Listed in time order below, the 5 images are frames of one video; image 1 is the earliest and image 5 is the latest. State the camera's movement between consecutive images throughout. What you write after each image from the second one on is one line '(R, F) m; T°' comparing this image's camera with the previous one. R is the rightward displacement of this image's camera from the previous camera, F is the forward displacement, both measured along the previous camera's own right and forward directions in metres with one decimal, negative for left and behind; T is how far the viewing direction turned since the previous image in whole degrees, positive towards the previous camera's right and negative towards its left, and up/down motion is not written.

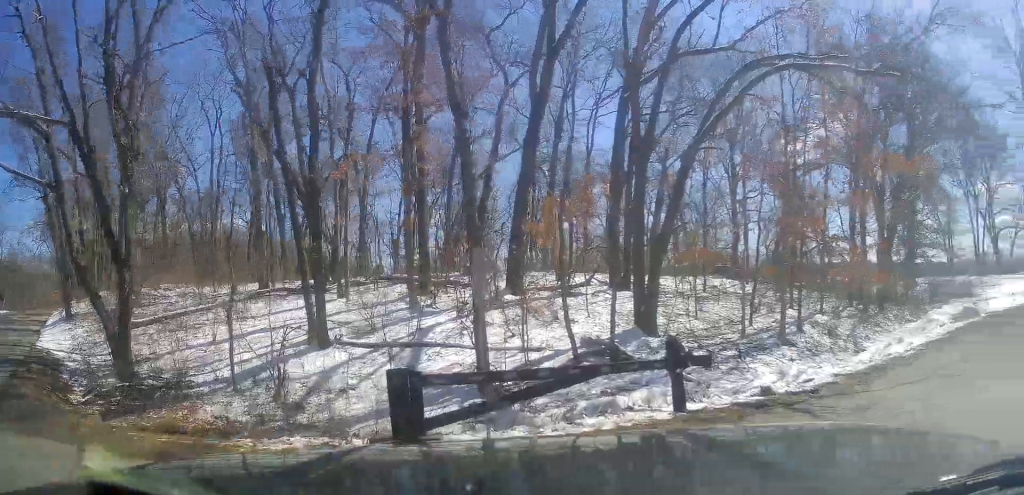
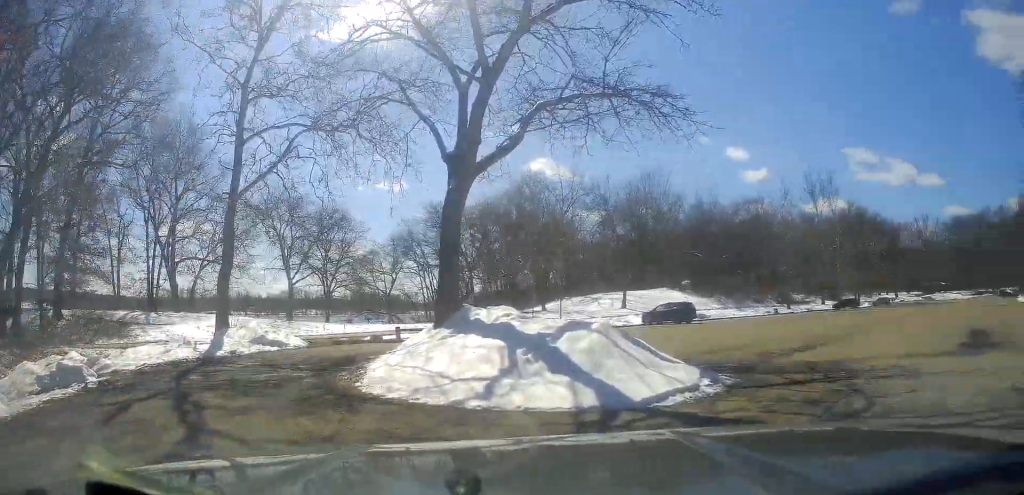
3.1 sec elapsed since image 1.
(+6.7, +6.9) m; +95°
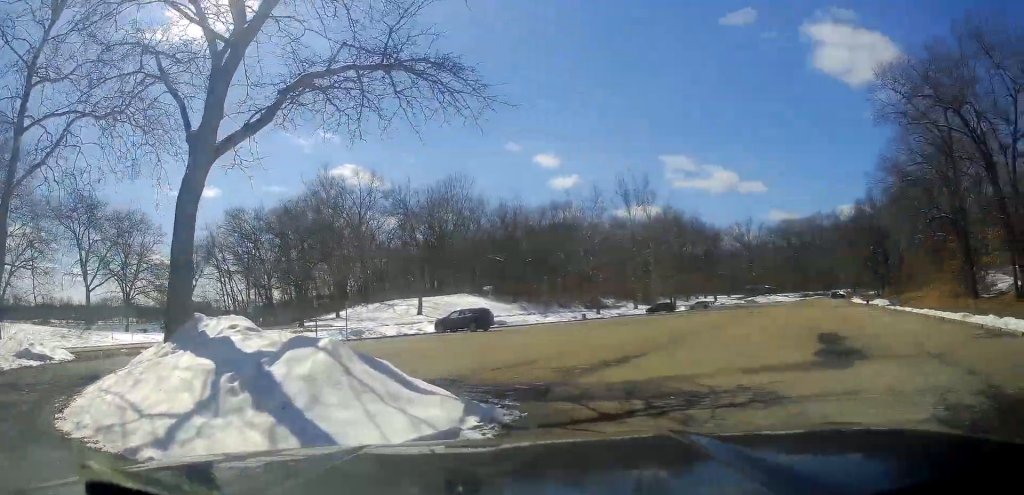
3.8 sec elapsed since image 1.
(+0.5, +2.6) m; +15°
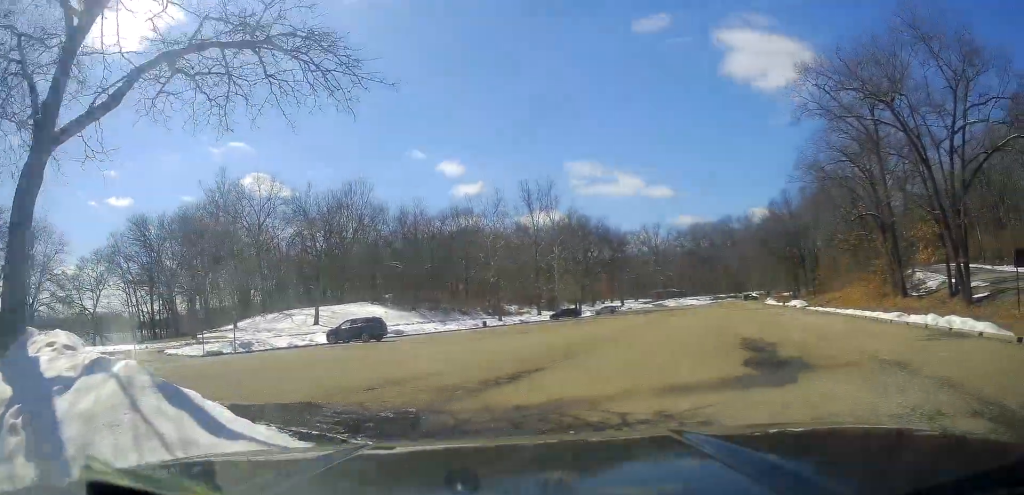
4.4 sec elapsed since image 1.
(+0.2, +2.1) m; +6°
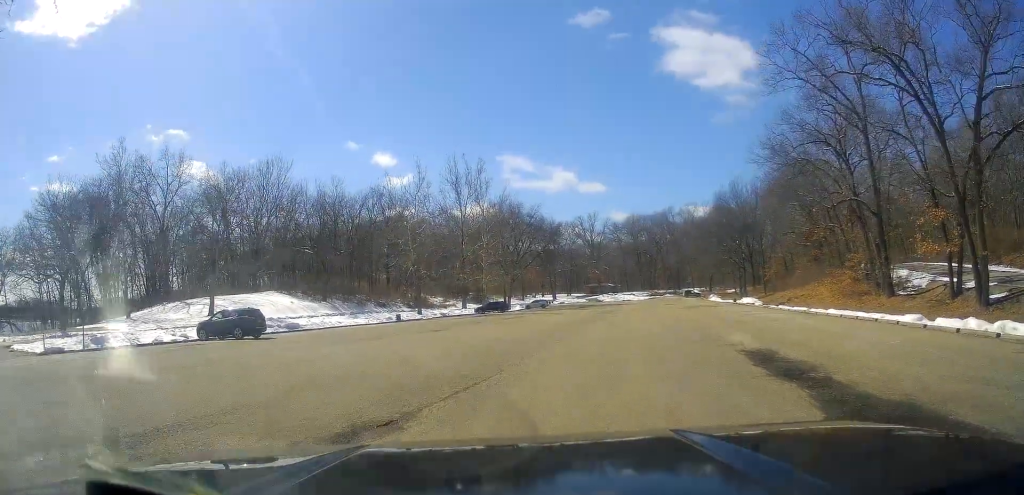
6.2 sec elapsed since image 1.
(+1.0, +8.6) m; +11°
